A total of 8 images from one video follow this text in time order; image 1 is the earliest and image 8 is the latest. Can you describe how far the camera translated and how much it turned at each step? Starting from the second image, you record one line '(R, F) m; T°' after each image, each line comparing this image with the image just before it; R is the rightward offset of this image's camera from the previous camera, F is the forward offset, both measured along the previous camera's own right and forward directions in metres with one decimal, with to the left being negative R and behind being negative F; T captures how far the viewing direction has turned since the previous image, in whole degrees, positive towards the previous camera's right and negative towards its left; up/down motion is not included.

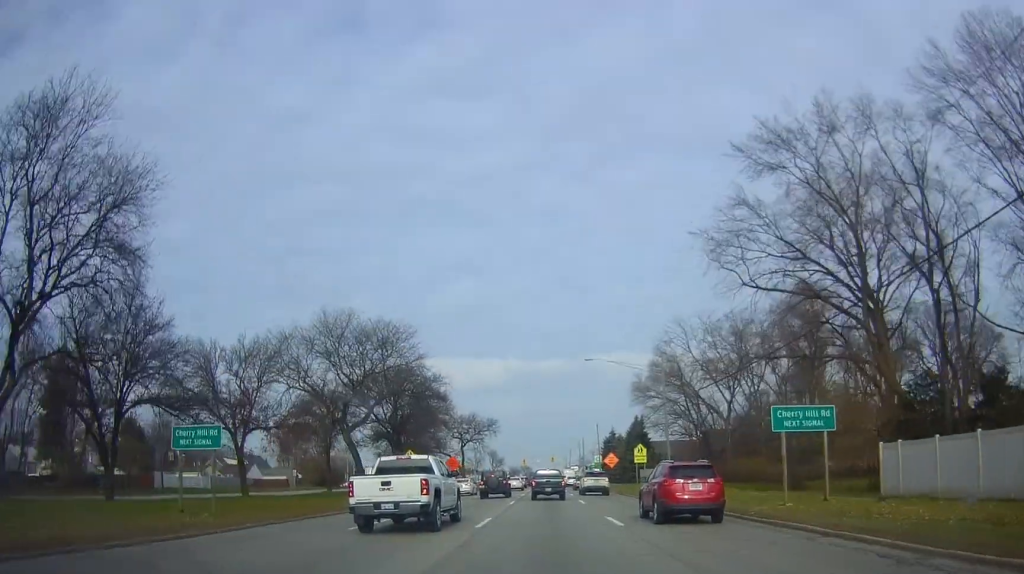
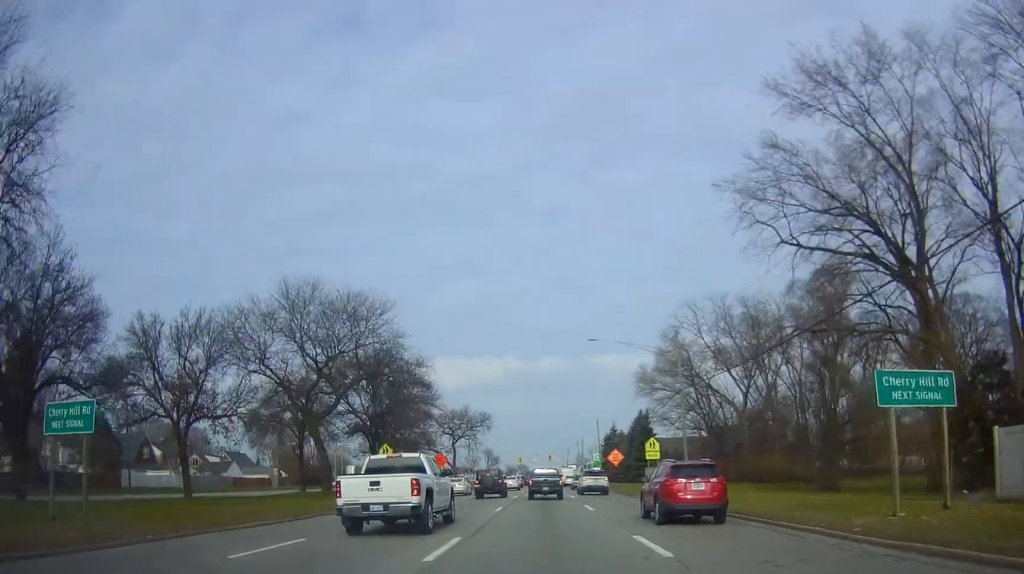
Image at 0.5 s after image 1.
(-0.2, +6.7) m; 0°
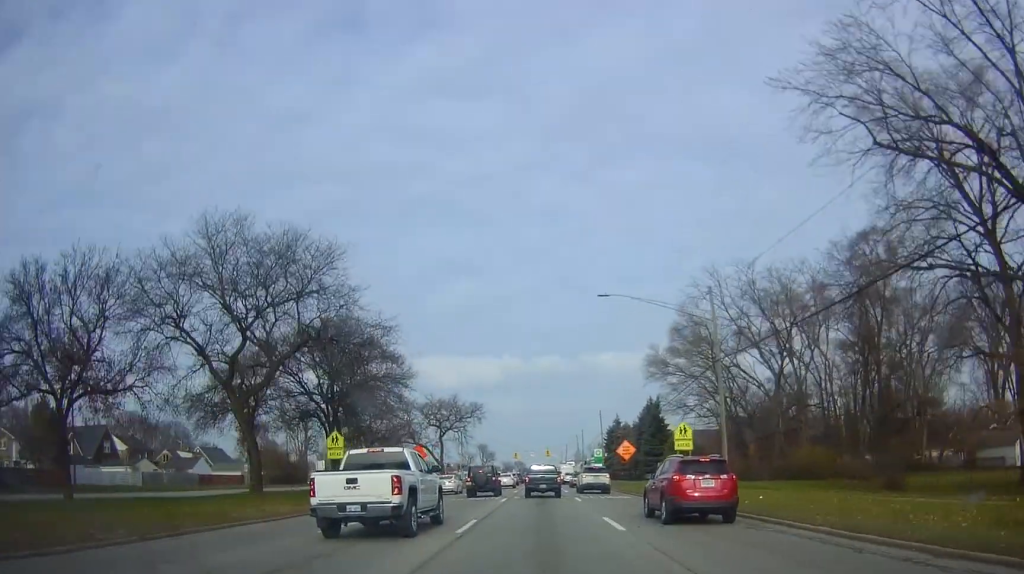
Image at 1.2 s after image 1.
(-0.1, +9.9) m; 0°
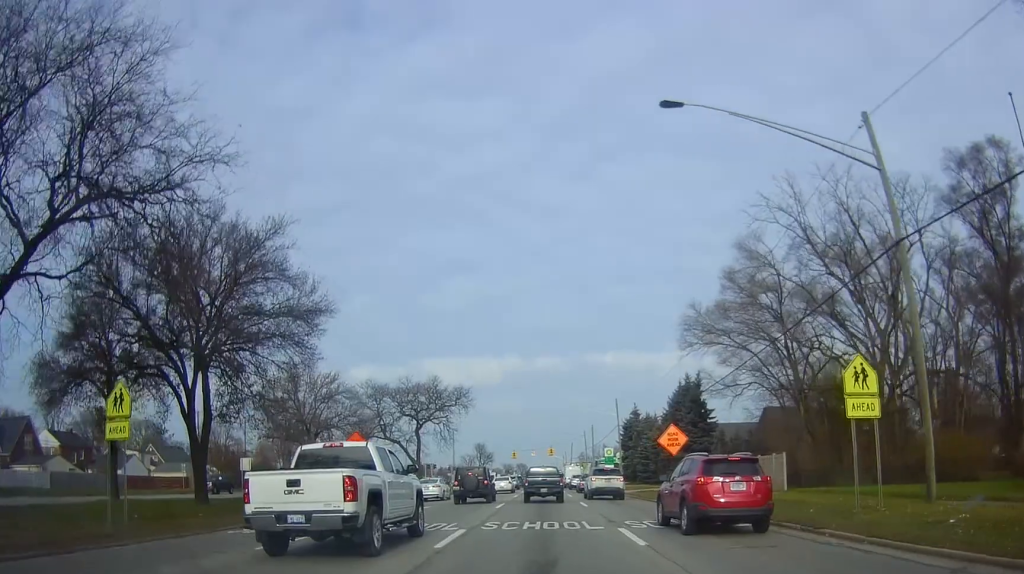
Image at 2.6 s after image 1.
(+0.4, +18.5) m; -1°
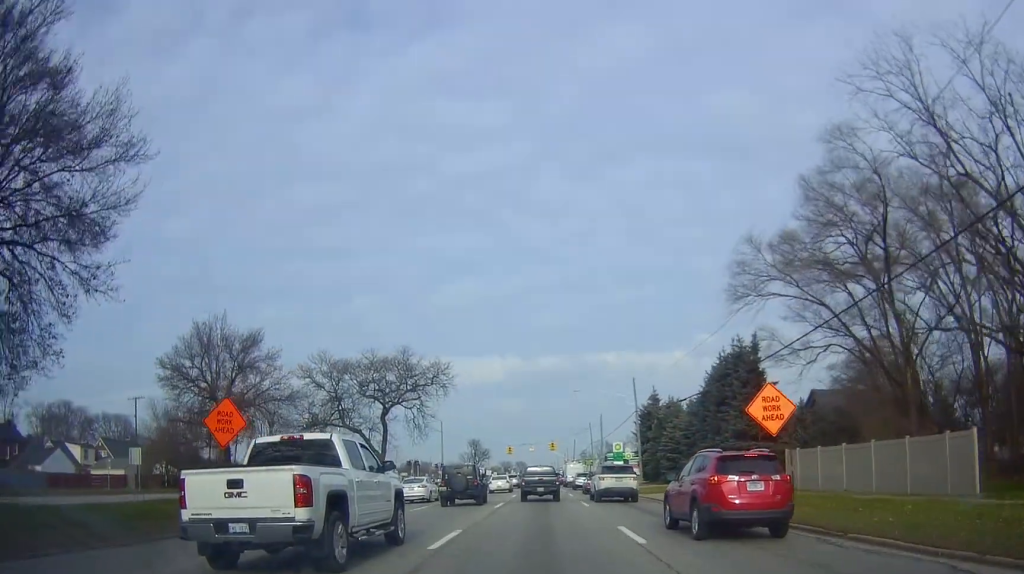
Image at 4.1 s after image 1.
(-0.9, +16.9) m; -2°
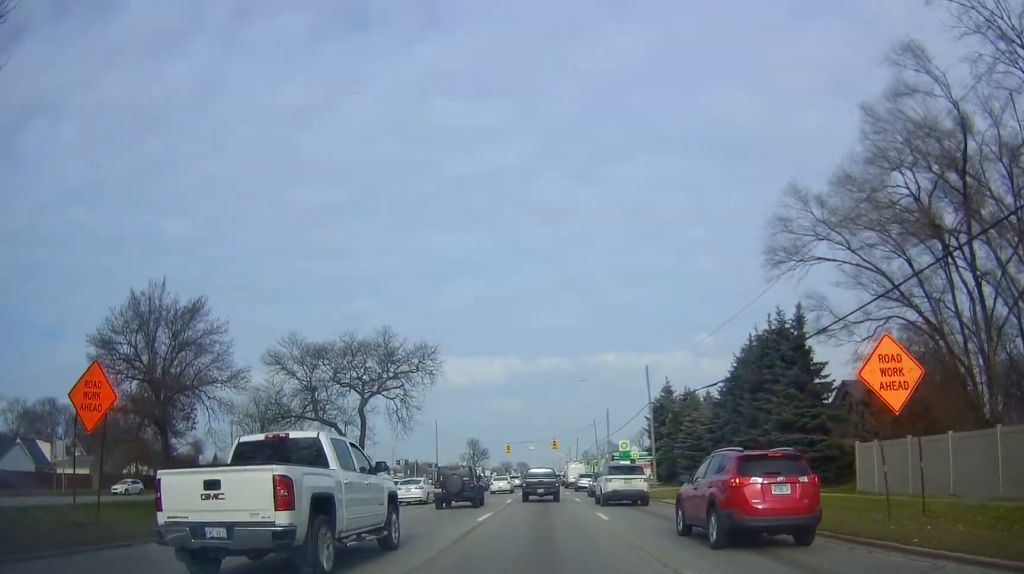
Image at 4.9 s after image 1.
(+0.5, +7.5) m; +4°
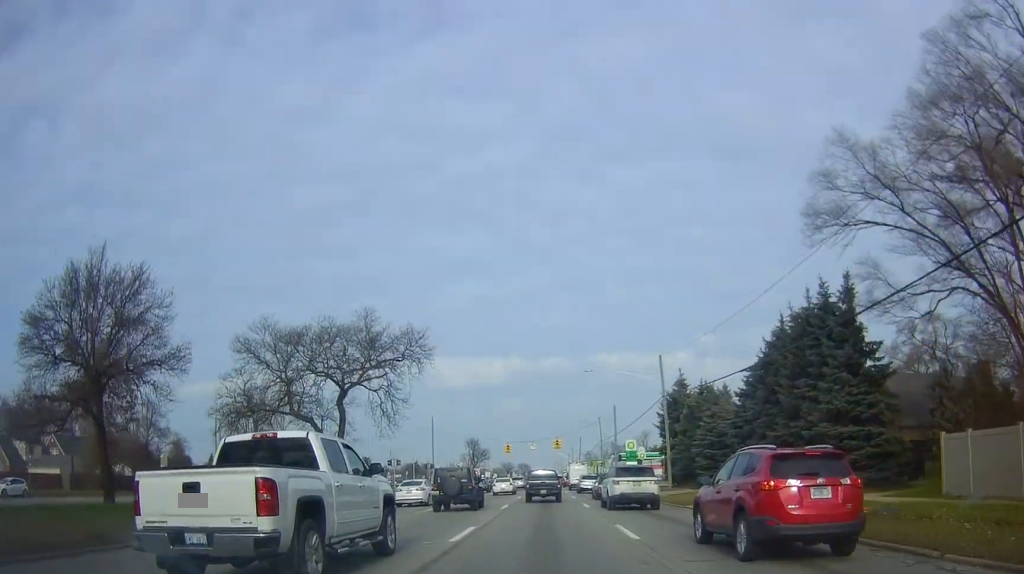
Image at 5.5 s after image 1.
(0.0, +5.7) m; -1°
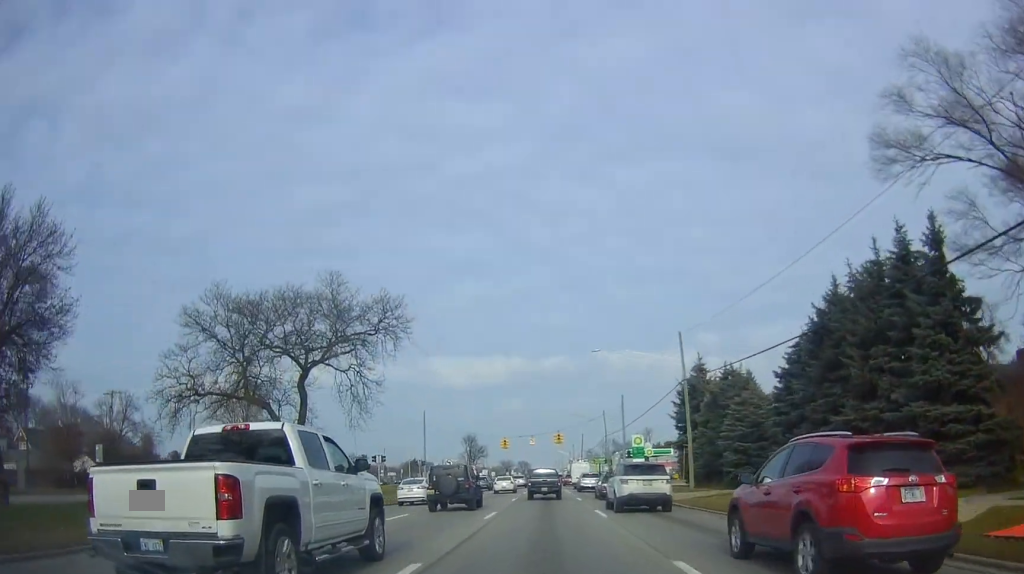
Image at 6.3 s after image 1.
(-0.1, +7.3) m; -1°
